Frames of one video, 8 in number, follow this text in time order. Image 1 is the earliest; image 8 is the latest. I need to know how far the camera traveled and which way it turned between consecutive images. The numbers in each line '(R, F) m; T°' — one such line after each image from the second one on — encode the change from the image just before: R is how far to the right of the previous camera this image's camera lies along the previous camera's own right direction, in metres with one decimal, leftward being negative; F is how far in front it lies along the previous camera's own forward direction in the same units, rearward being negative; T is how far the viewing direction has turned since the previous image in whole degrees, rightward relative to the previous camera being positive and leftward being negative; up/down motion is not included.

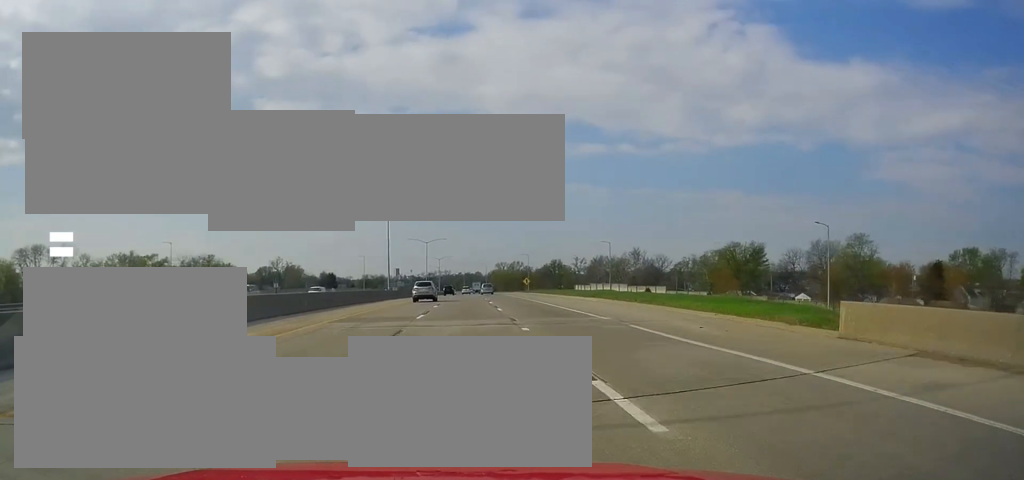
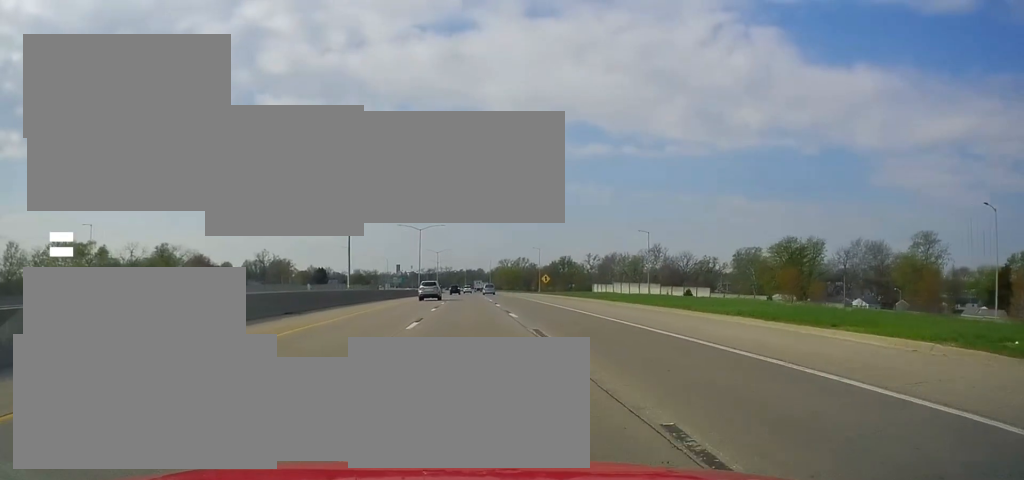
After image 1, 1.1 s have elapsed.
(-0.3, +30.2) m; -2°
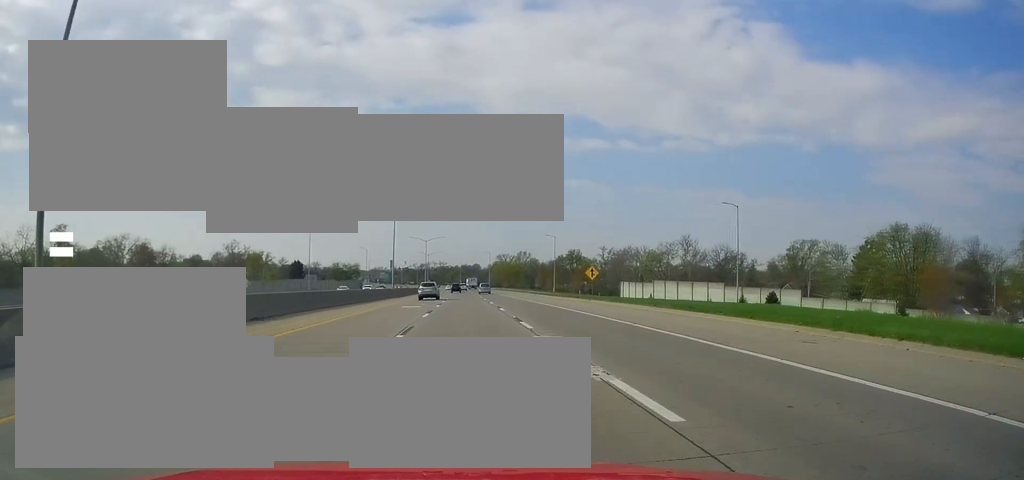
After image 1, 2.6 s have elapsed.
(-0.5, +41.5) m; 0°
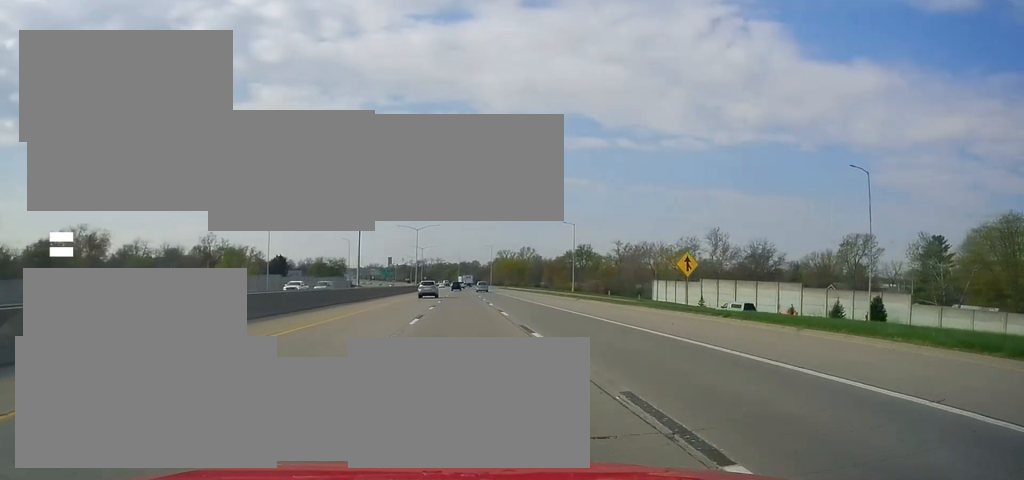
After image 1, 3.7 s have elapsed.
(+0.7, +29.7) m; +2°
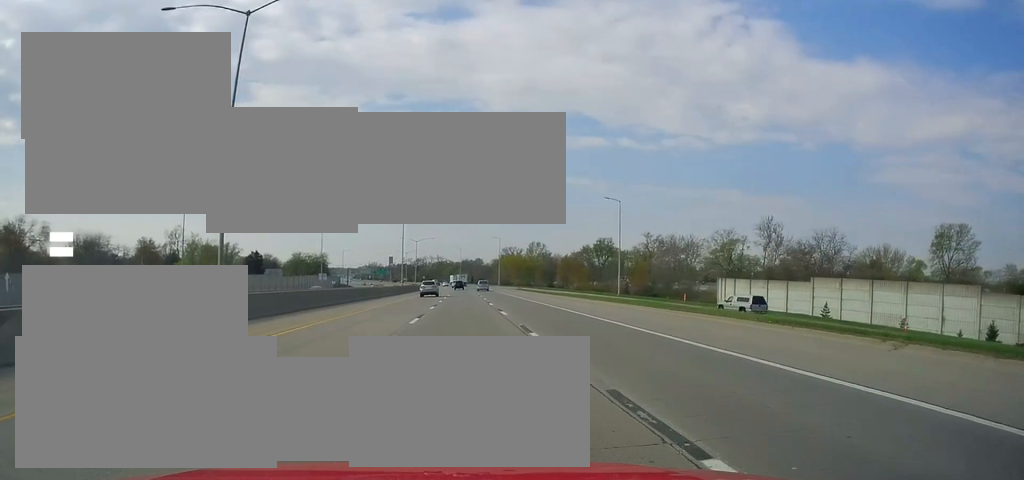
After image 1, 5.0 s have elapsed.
(0.0, +36.2) m; 0°
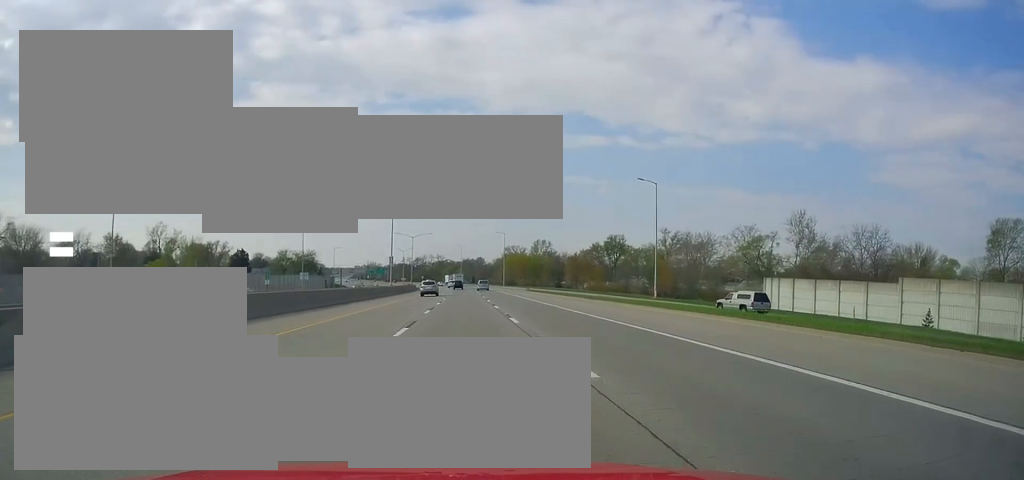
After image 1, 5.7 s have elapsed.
(0.0, +17.5) m; 0°
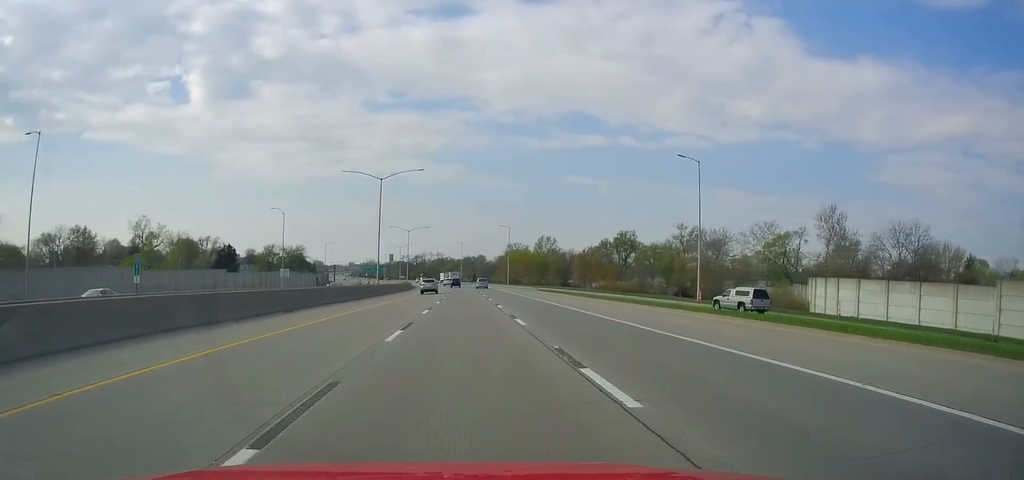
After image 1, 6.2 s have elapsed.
(+0.2, +14.2) m; -1°
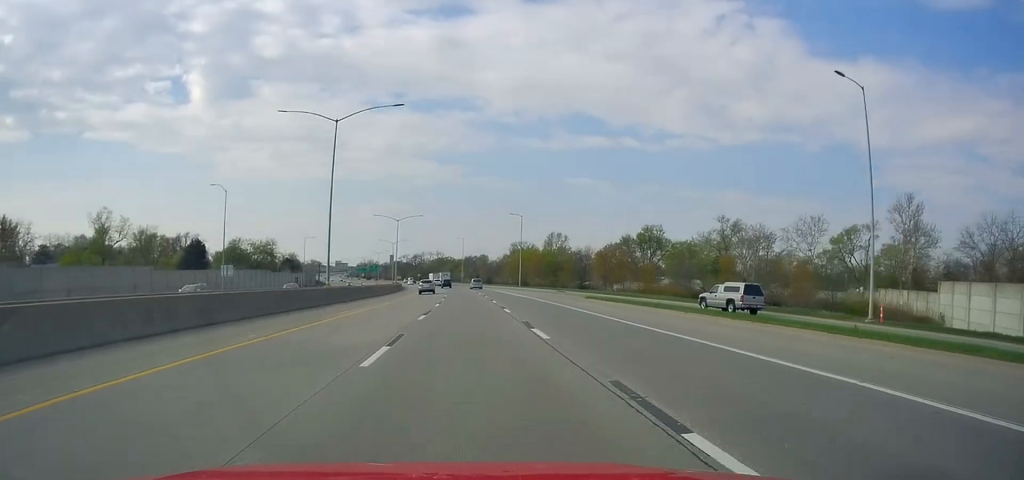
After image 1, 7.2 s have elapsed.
(-0.8, +28.4) m; -1°
